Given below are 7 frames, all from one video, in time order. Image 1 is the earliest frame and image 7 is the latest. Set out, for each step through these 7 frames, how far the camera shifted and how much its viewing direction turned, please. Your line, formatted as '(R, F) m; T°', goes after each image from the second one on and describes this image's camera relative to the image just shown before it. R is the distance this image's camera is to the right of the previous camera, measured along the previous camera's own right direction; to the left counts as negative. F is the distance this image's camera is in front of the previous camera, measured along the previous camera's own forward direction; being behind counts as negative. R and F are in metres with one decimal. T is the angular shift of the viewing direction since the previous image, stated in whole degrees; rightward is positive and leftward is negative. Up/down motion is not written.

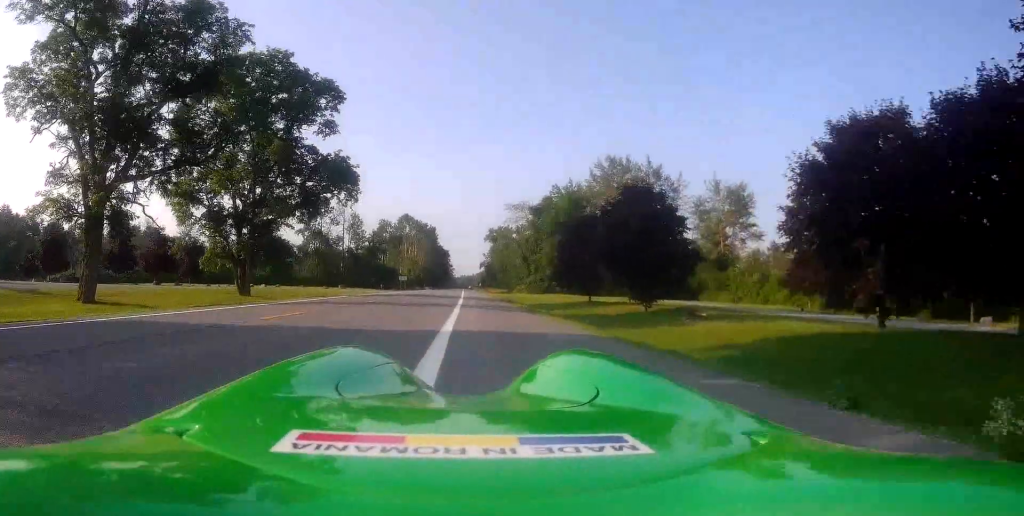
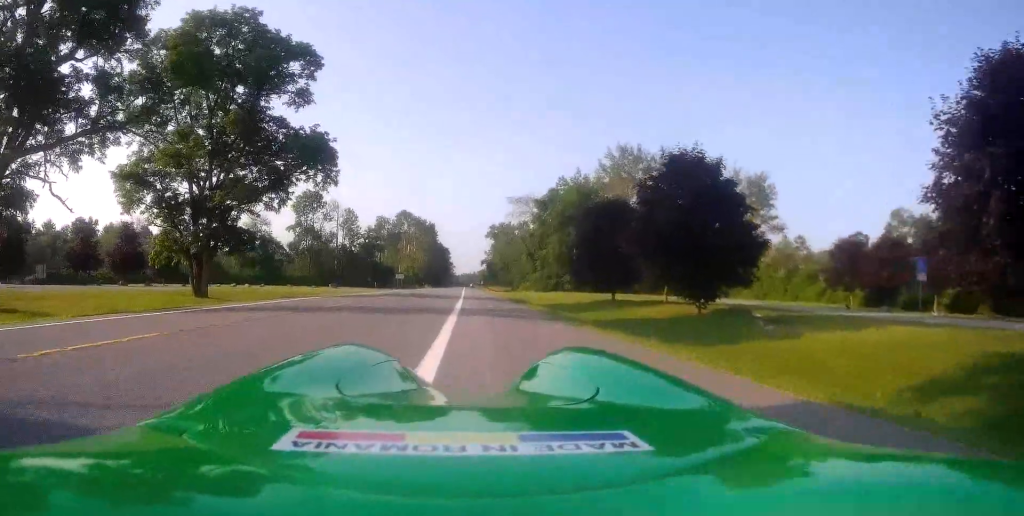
(-0.2, +7.2) m; -2°
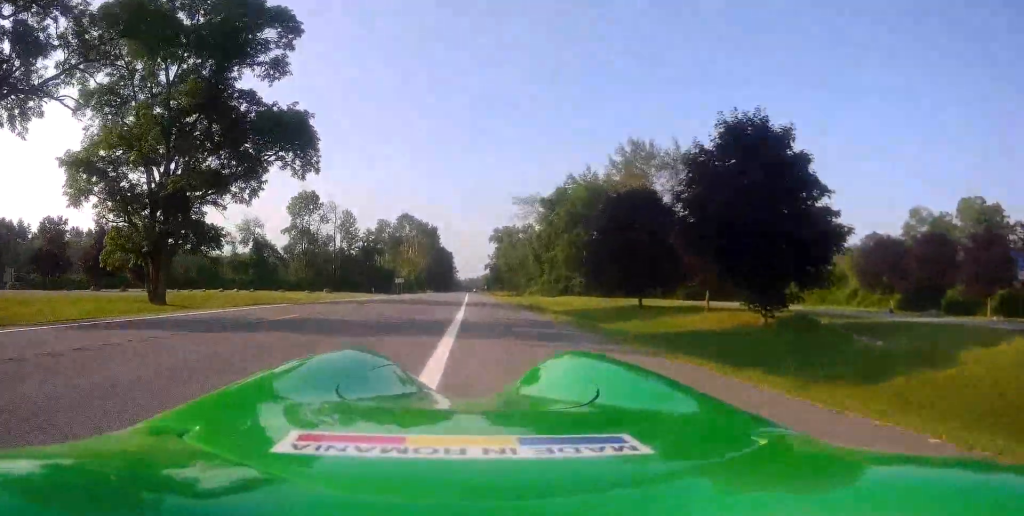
(0.0, +5.4) m; 0°
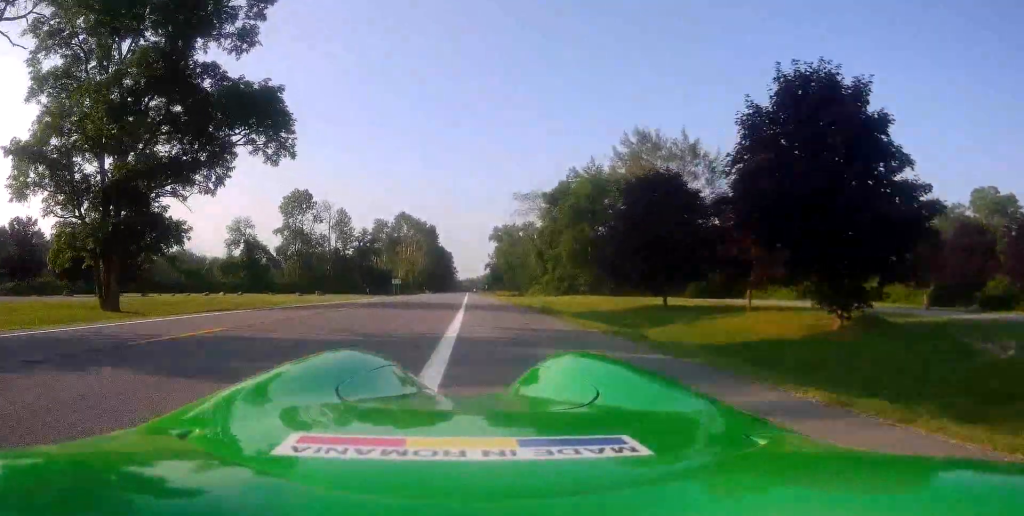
(0.0, +4.3) m; 0°
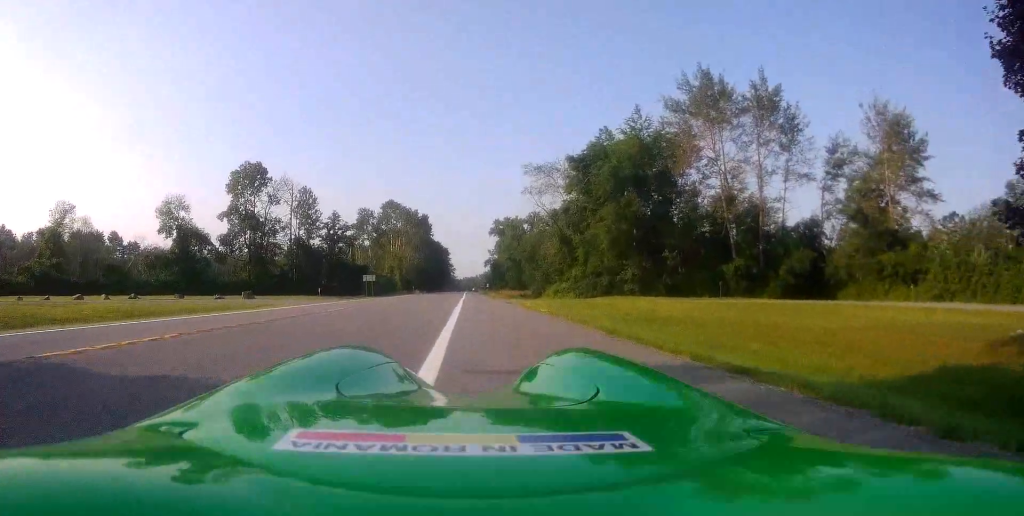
(+0.7, +25.2) m; +1°
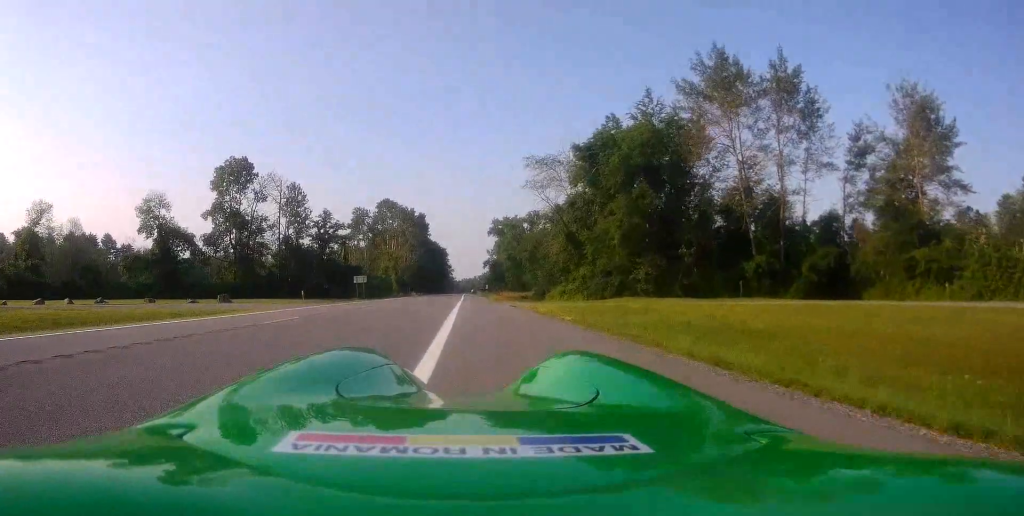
(-0.1, +4.9) m; -3°
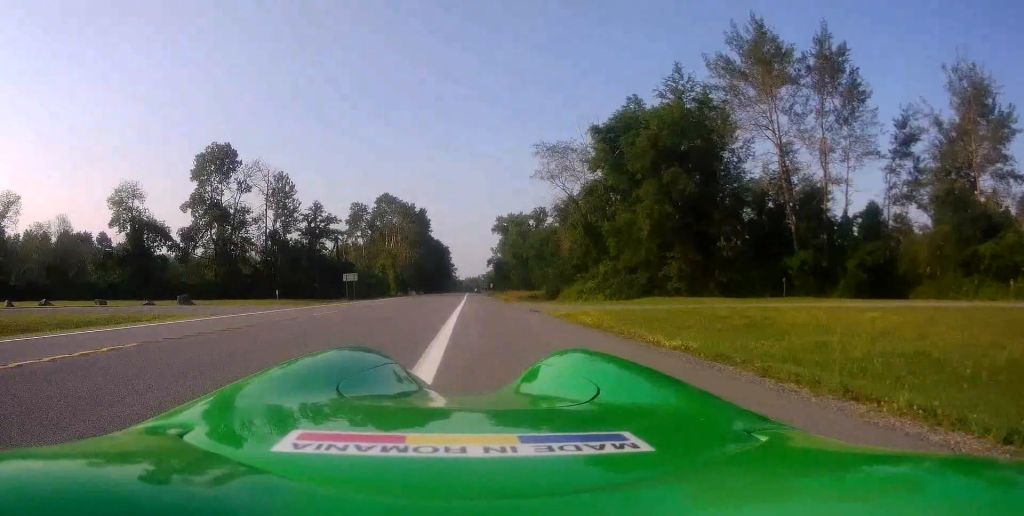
(-0.3, +7.8) m; 0°
